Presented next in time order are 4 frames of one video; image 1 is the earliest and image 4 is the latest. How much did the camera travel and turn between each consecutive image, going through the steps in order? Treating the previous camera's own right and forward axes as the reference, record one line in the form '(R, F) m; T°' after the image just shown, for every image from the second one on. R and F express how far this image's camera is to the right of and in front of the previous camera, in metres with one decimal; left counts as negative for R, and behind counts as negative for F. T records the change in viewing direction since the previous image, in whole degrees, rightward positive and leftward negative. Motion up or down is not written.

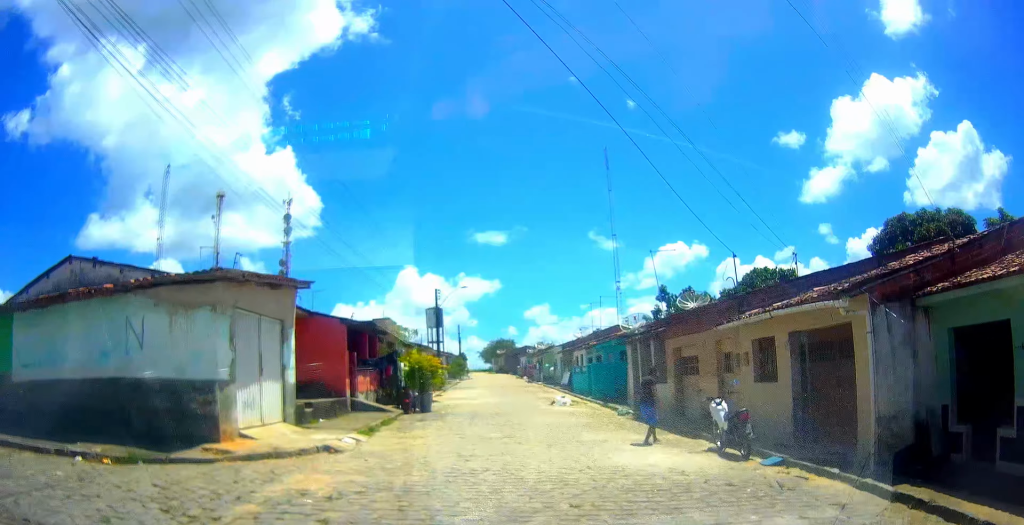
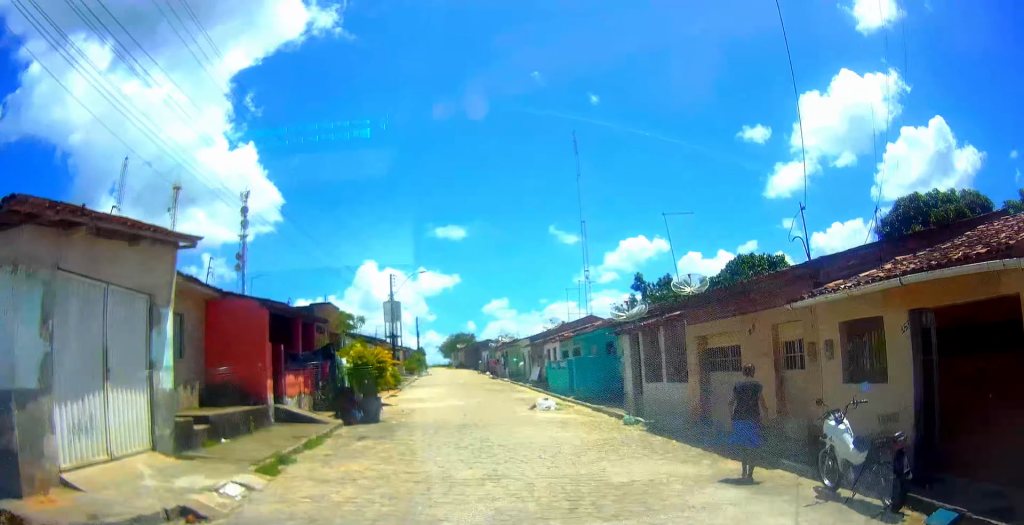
(+0.3, +4.9) m; +4°
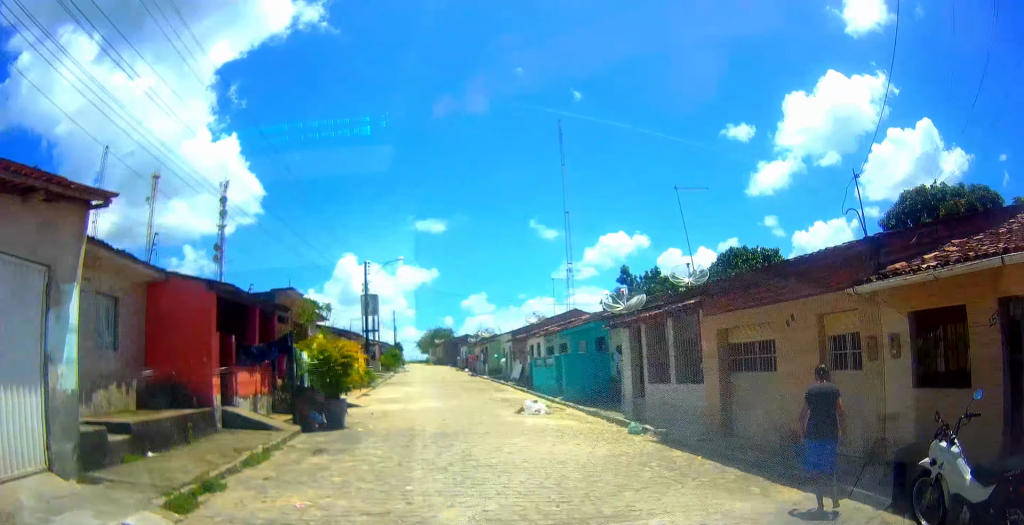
(0.0, +2.0) m; 0°
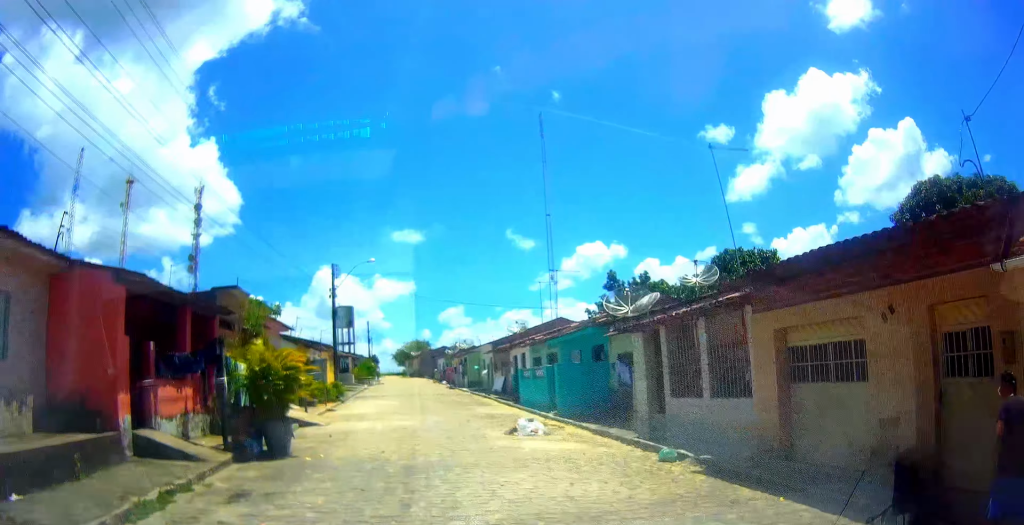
(0.0, +2.6) m; 0°
